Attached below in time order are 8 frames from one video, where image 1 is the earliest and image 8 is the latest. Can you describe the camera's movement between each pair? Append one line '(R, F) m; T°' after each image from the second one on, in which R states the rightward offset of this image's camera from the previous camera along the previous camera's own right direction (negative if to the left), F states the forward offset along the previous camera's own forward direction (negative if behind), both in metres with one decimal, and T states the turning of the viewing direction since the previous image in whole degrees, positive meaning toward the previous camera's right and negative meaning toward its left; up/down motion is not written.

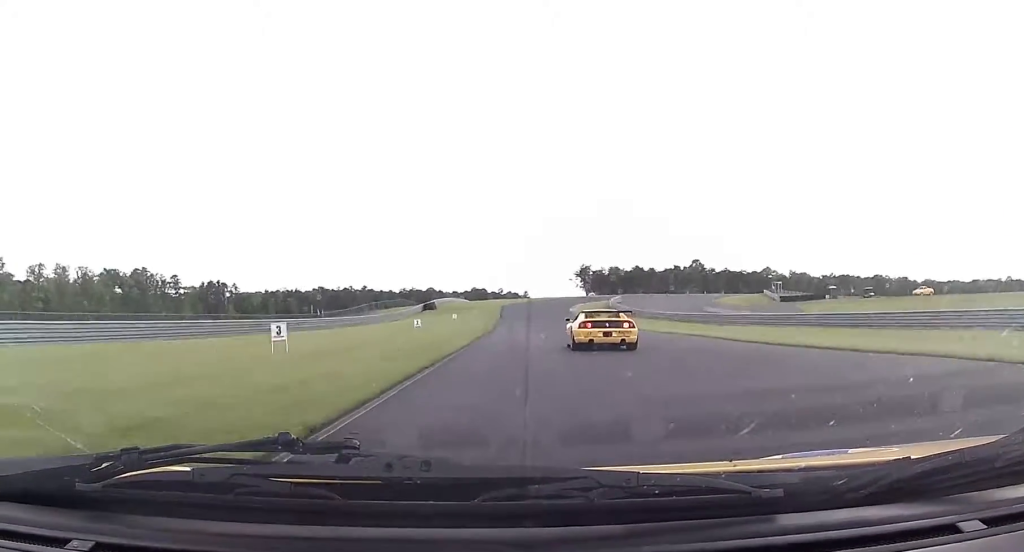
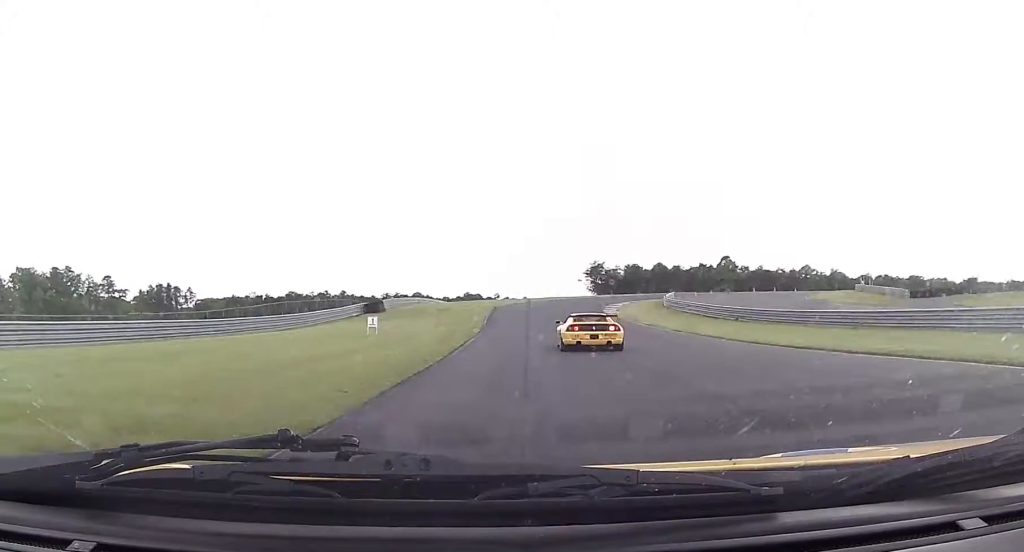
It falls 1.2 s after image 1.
(+0.5, +47.8) m; +1°
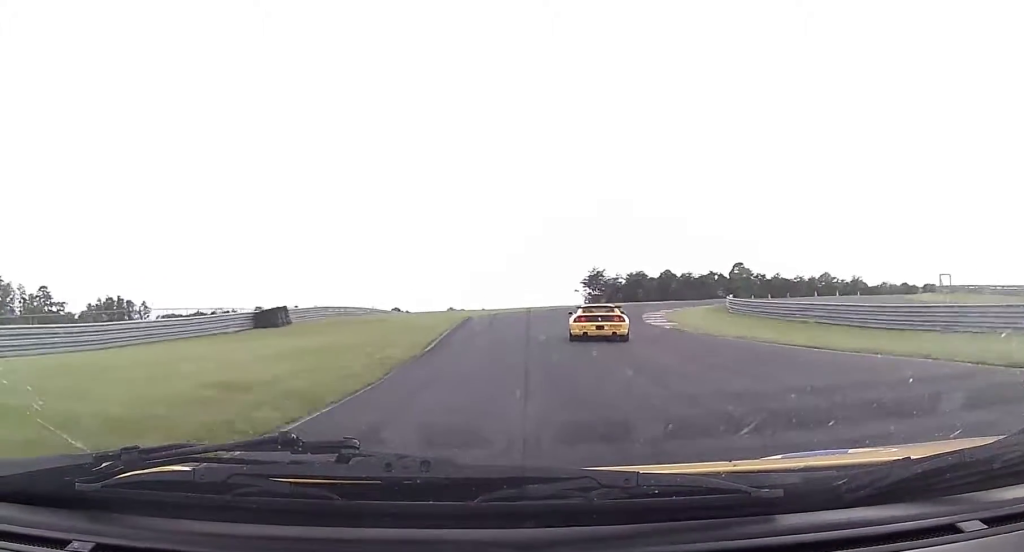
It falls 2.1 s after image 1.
(0.0, +30.1) m; +2°
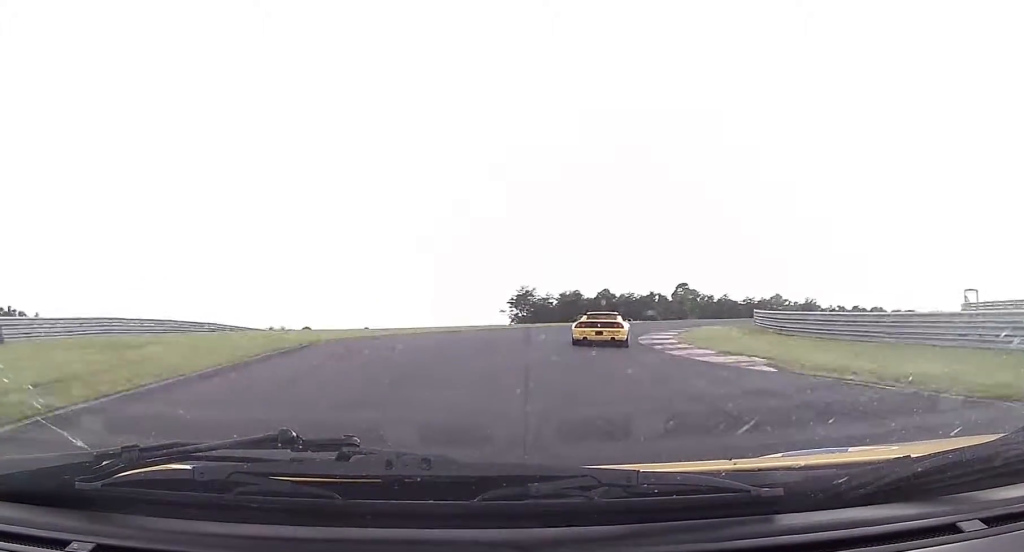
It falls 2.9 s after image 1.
(+0.4, +23.7) m; +5°
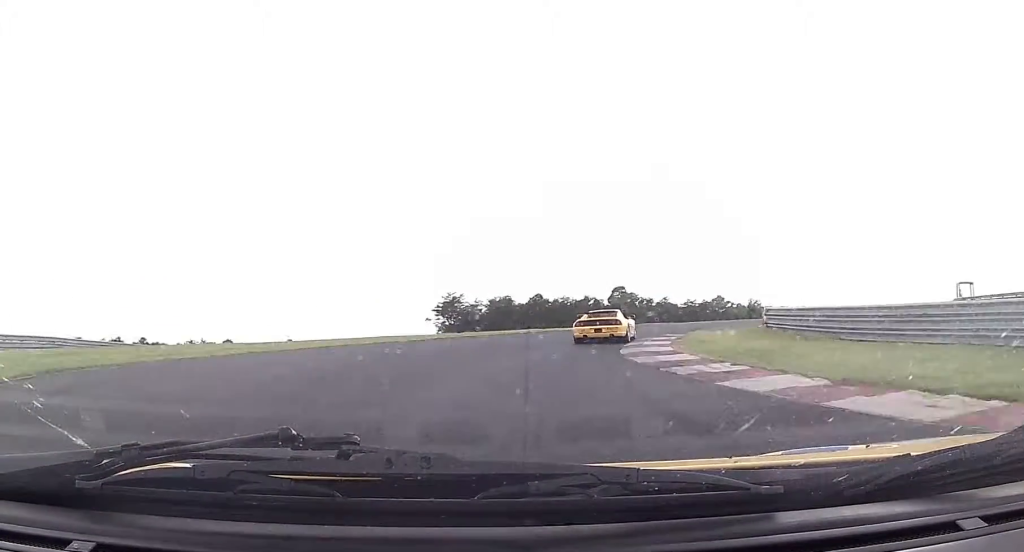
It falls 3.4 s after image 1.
(-0.1, +11.9) m; +5°
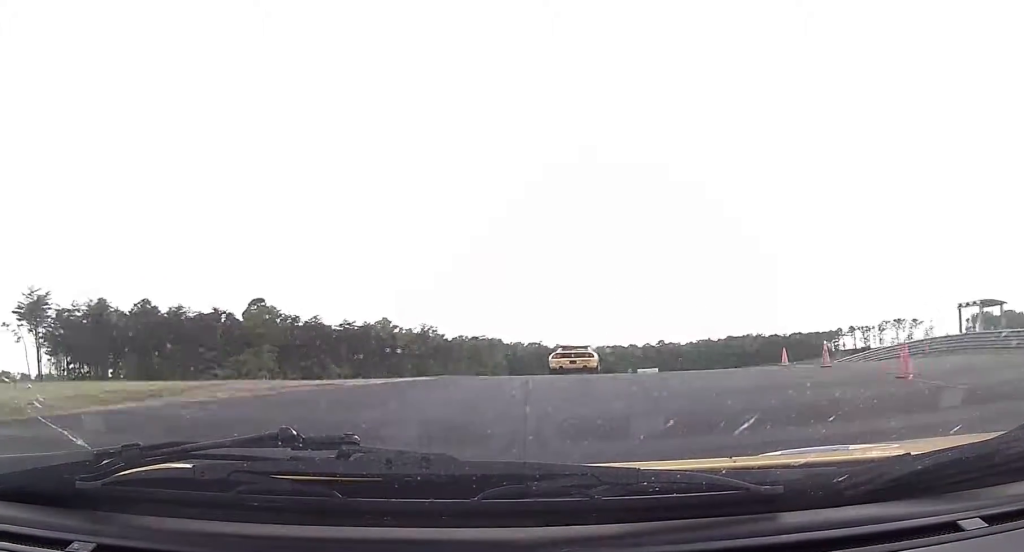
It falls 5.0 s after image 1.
(+10.2, +42.5) m; +26°
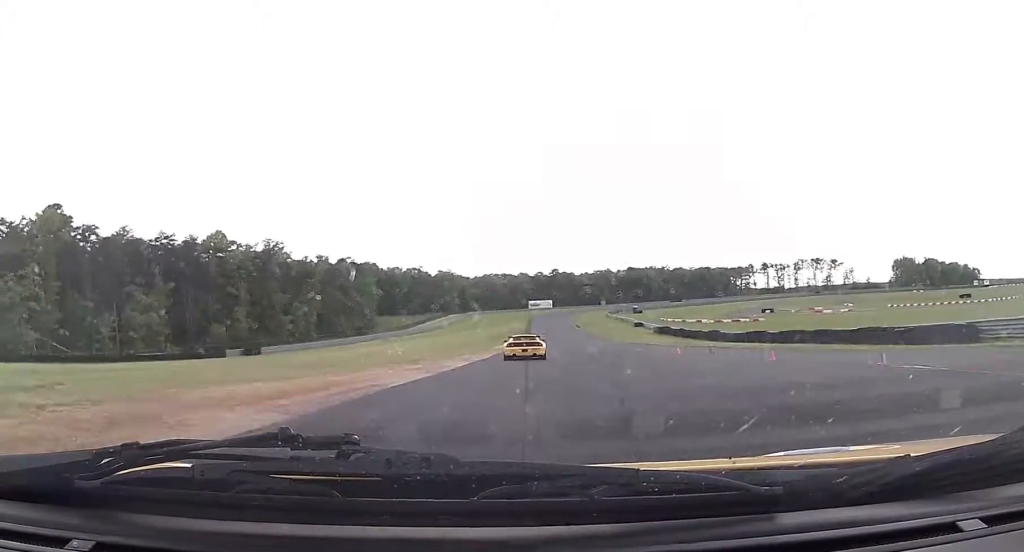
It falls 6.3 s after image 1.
(+4.9, +36.7) m; +11°
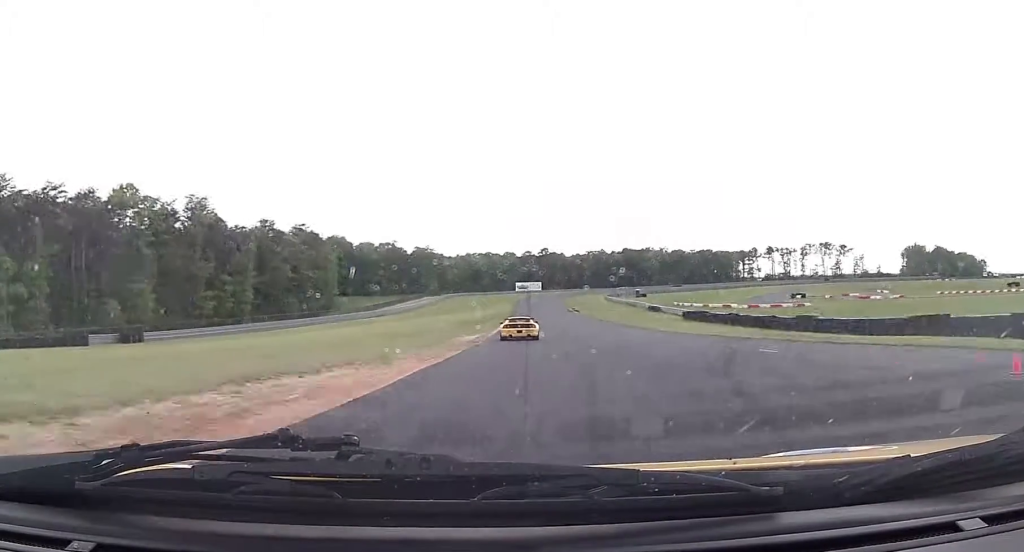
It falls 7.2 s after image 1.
(+0.9, +28.9) m; +3°
